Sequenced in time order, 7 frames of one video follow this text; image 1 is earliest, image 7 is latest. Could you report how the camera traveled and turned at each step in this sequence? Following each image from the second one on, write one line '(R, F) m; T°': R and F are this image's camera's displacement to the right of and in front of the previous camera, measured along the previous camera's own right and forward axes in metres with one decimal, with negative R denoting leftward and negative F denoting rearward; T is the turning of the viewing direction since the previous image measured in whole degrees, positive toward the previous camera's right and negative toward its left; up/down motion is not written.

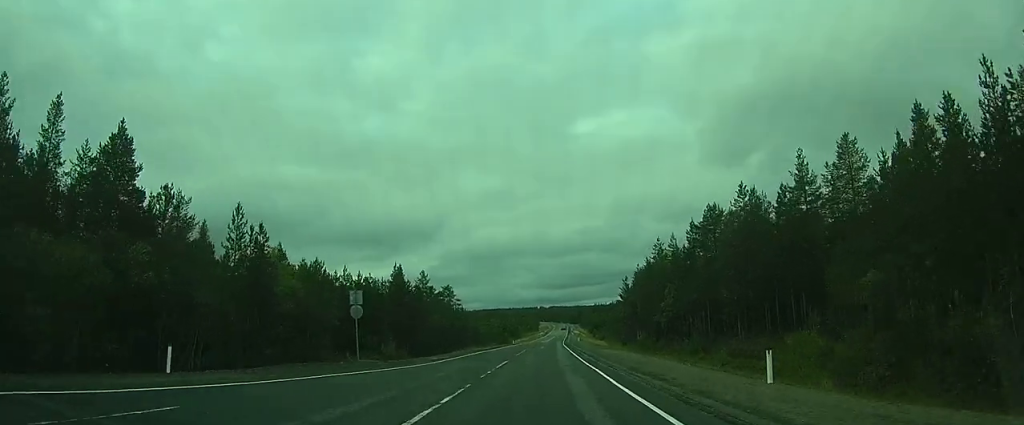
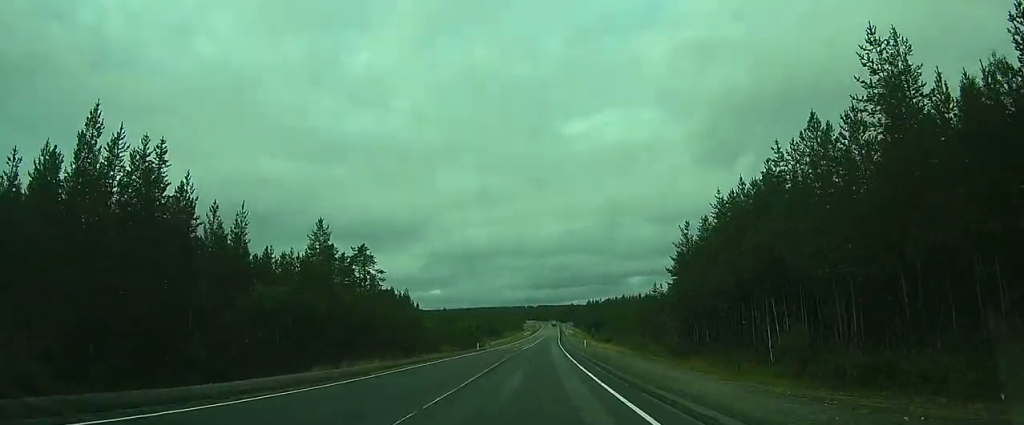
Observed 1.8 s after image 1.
(+2.5, +44.0) m; +4°
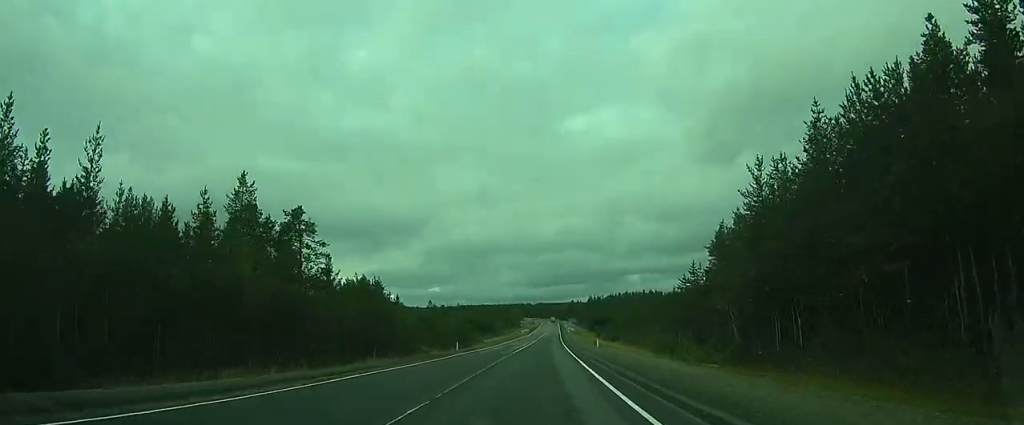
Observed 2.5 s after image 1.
(0.0, +16.3) m; 0°
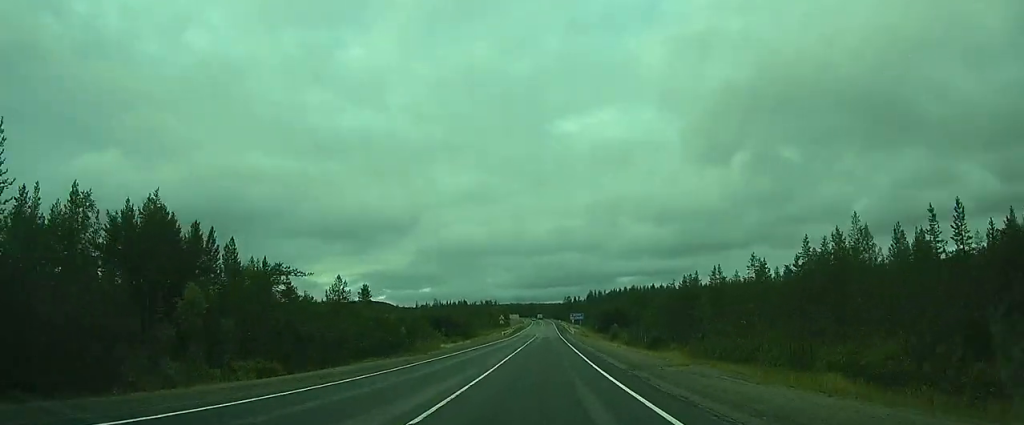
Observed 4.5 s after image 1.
(0.0, +49.4) m; 0°
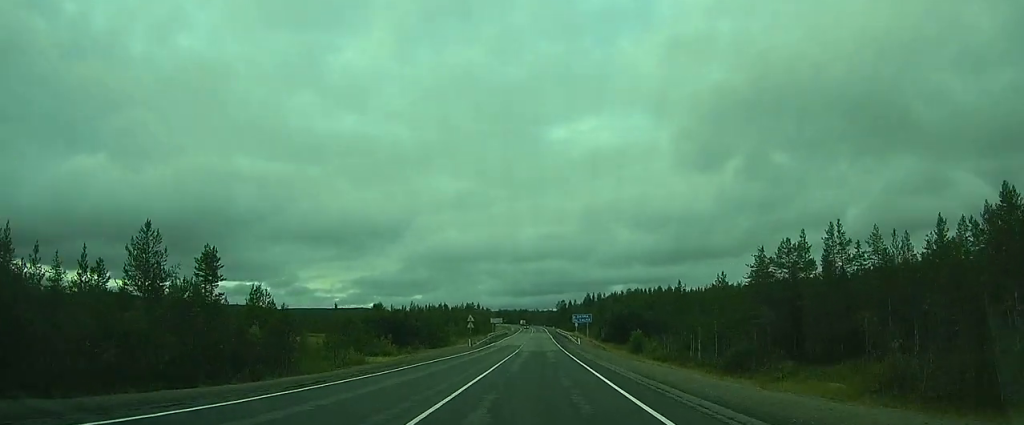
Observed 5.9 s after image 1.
(+0.2, +33.8) m; +1°
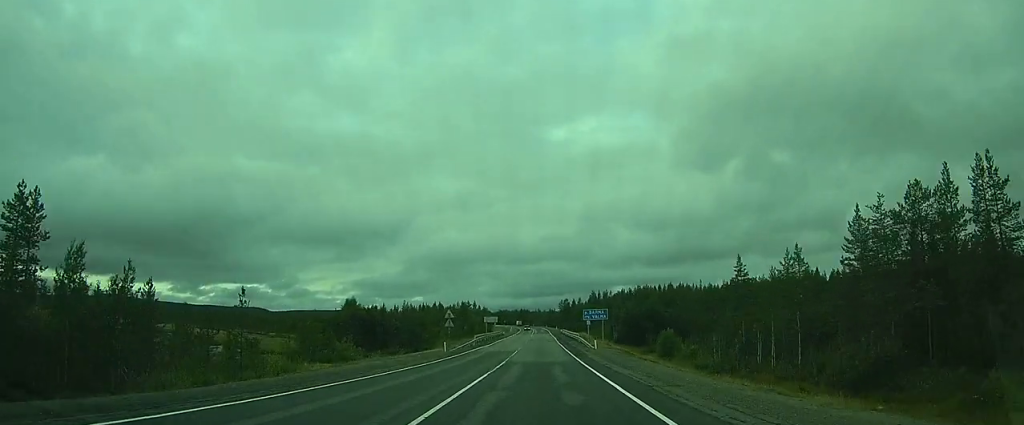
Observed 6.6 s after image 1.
(0.0, +16.8) m; 0°
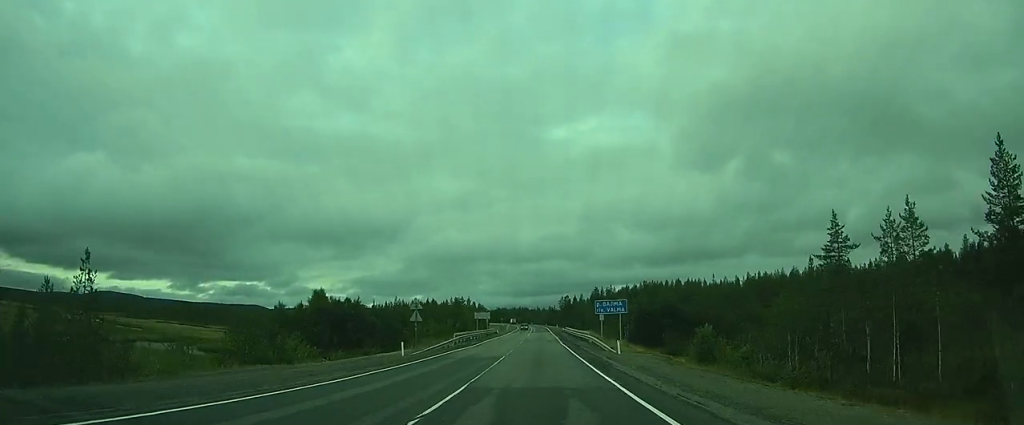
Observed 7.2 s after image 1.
(0.0, +13.6) m; 0°
